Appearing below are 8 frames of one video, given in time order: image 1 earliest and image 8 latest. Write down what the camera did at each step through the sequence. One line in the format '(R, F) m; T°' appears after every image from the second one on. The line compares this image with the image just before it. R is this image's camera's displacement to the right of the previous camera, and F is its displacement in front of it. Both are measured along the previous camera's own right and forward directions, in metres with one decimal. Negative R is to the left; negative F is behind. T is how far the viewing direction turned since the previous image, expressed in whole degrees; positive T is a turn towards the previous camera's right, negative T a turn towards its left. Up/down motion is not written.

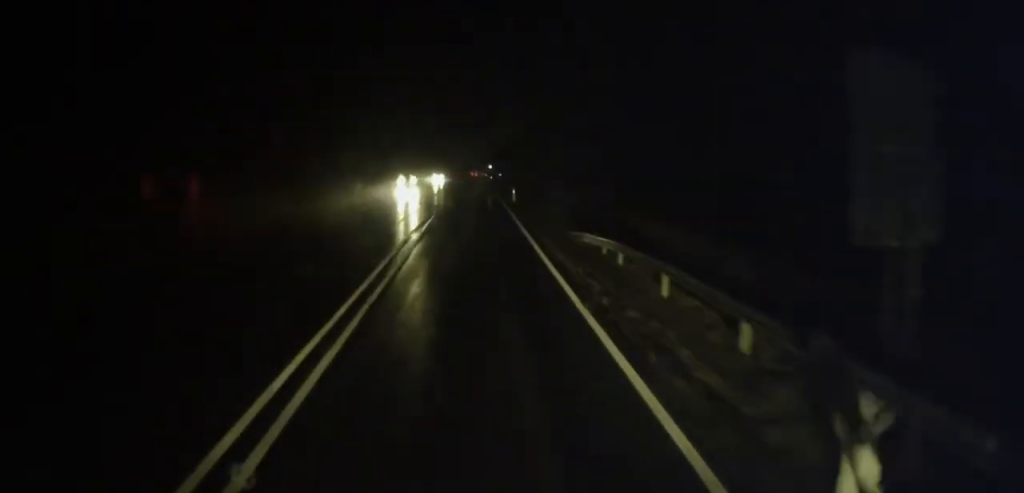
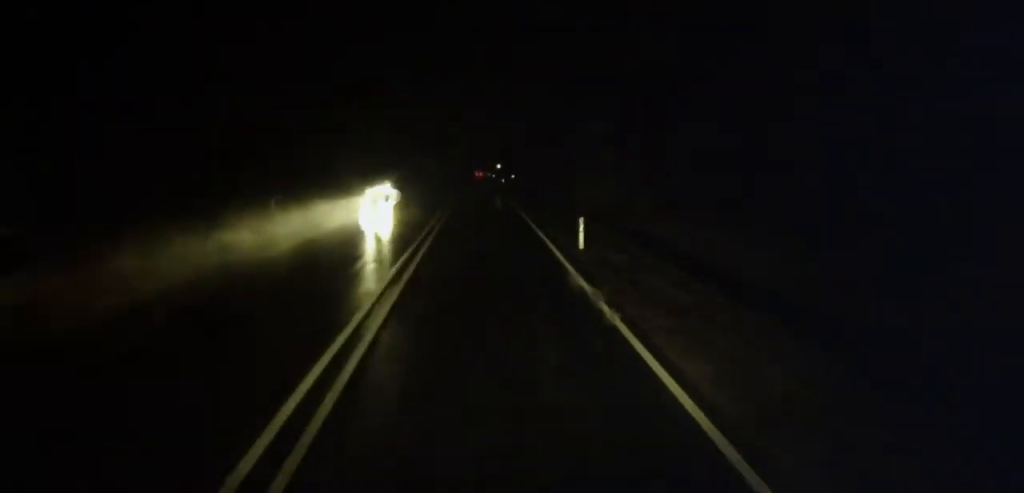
(-0.2, +25.4) m; 0°
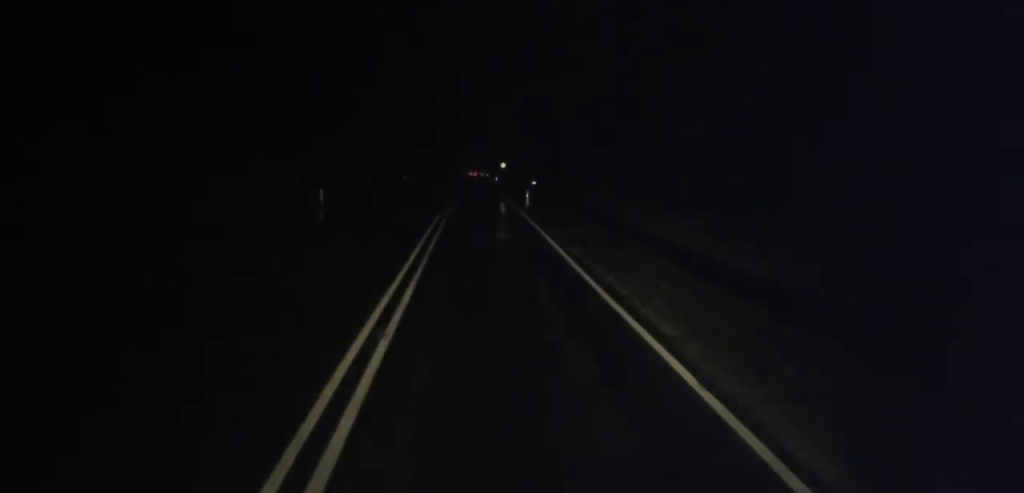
(-0.5, +38.8) m; 0°
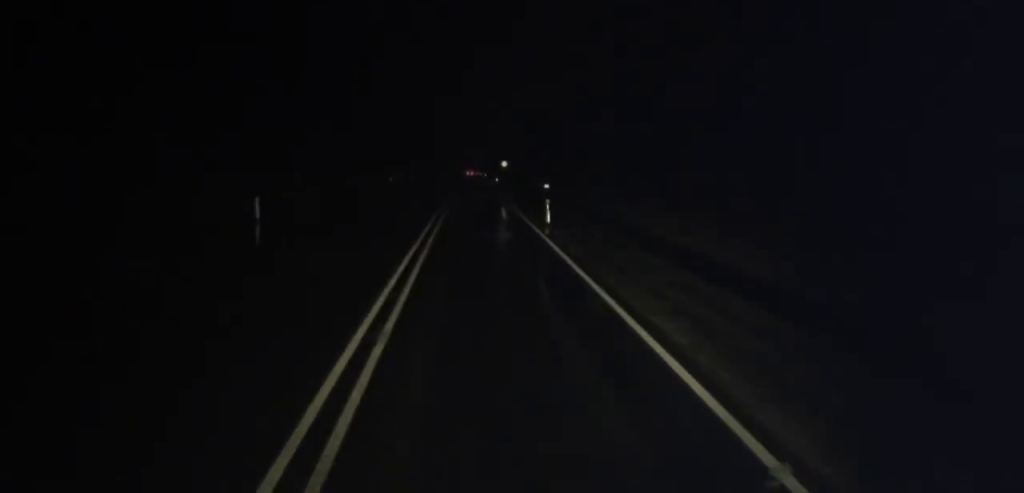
(+0.3, +11.7) m; +1°
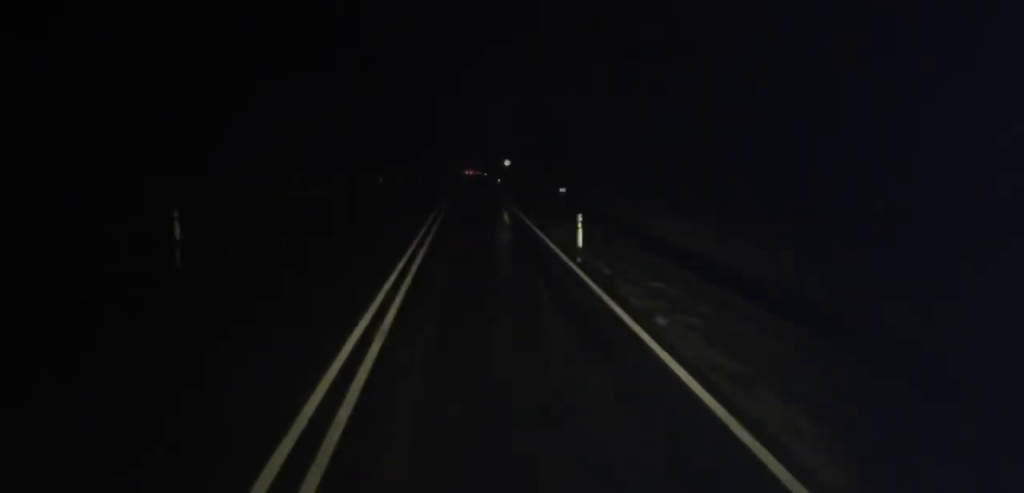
(-0.1, +8.2) m; -1°
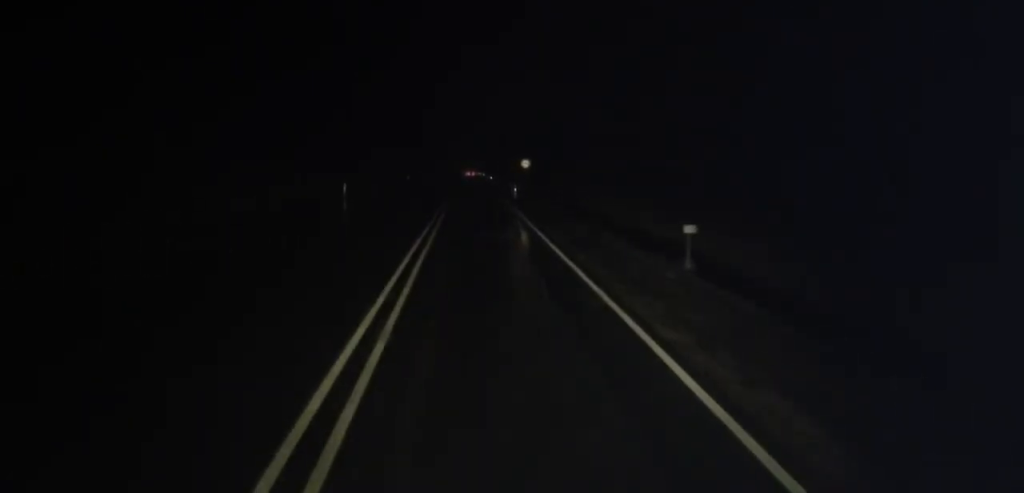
(-0.2, +21.6) m; 0°
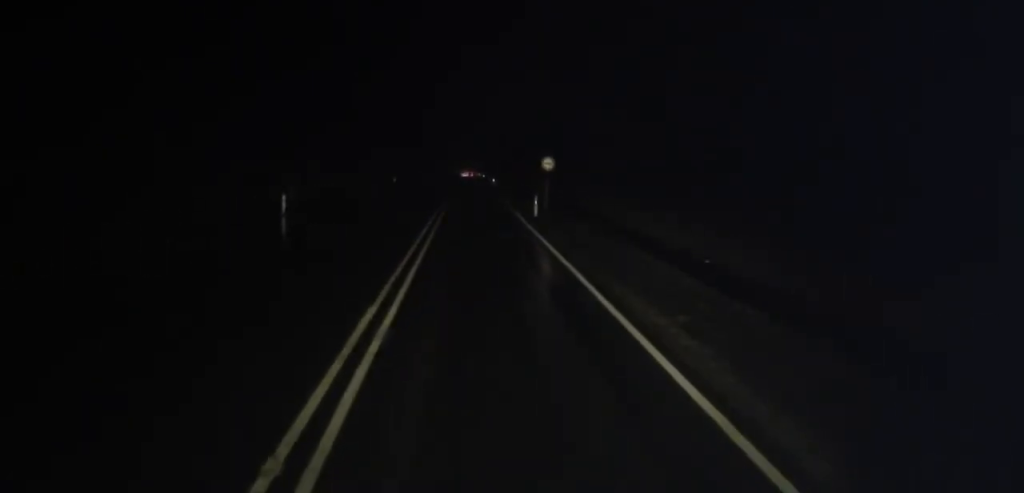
(+0.3, +15.6) m; +1°
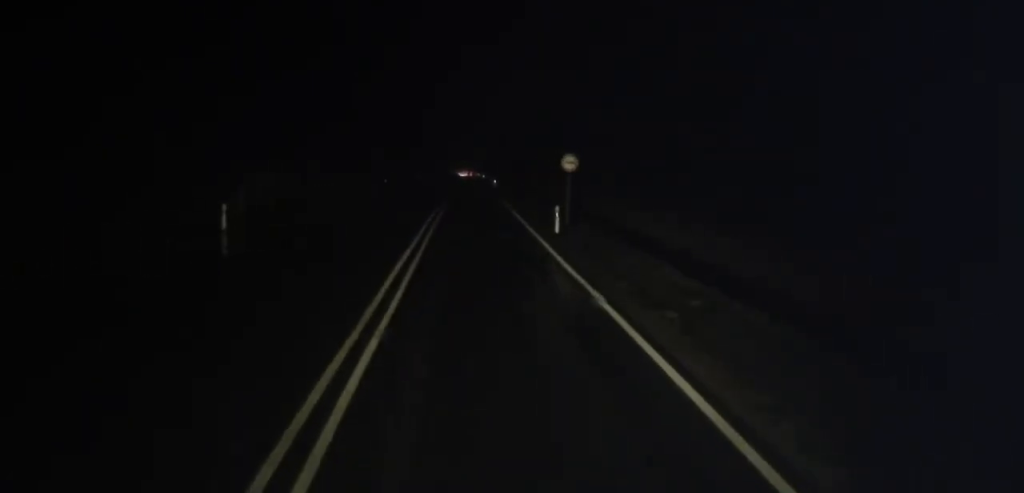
(0.0, +8.1) m; 0°
